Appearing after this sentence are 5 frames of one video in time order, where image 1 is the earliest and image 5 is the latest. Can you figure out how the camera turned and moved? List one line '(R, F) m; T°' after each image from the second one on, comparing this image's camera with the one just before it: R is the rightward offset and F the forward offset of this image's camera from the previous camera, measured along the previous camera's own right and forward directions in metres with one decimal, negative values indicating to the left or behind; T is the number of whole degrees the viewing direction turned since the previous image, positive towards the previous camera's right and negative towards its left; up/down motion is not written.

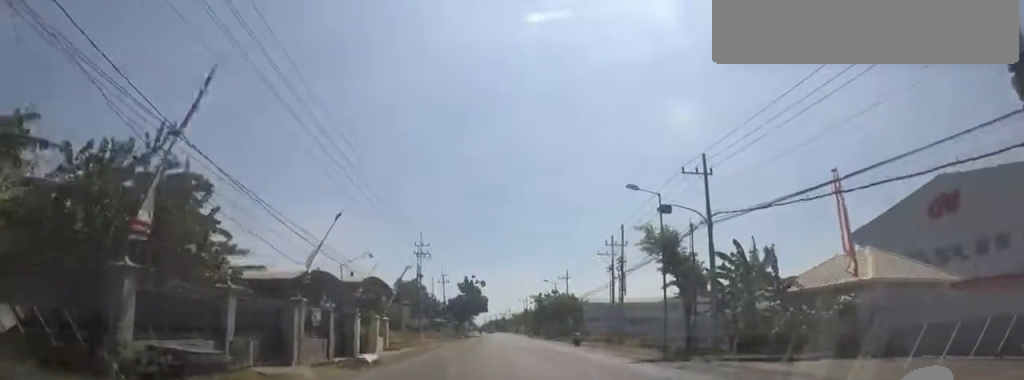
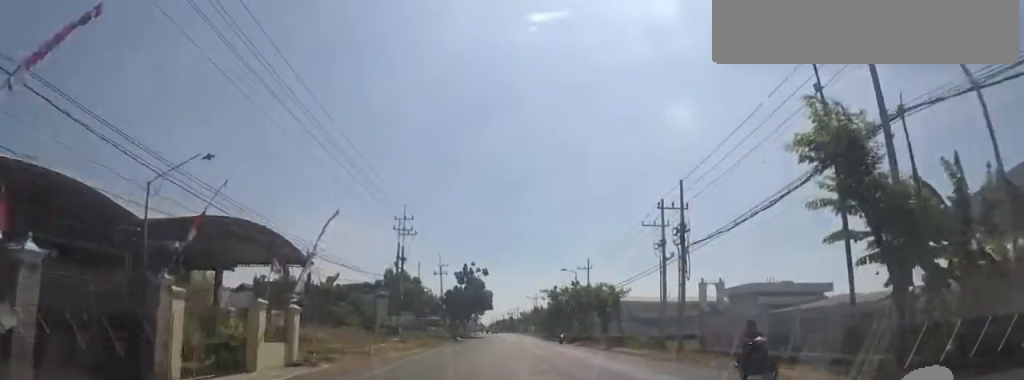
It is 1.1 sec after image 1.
(+0.4, +13.3) m; 0°
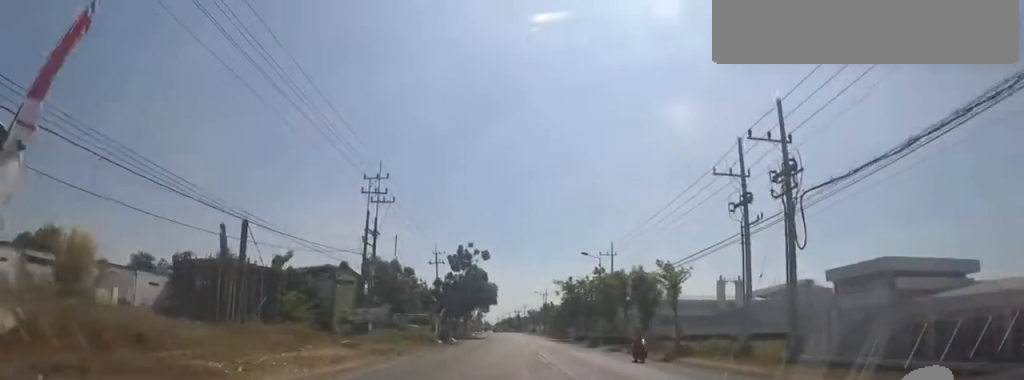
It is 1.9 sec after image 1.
(-0.4, +11.1) m; -3°
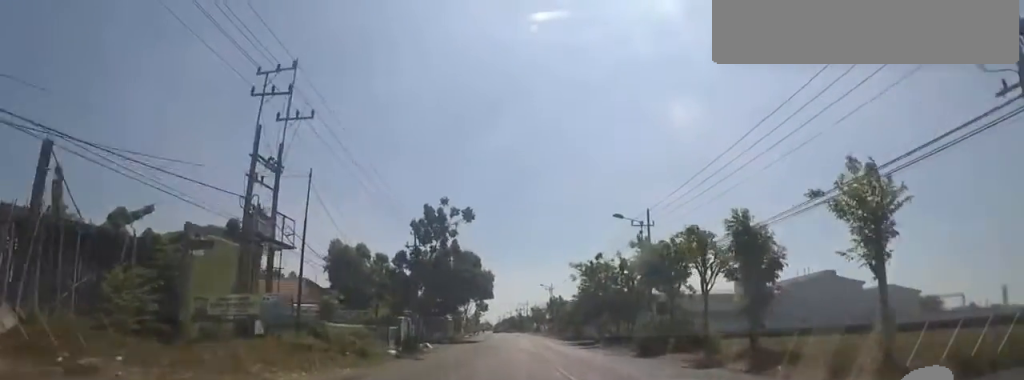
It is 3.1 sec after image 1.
(-0.6, +14.4) m; -3°
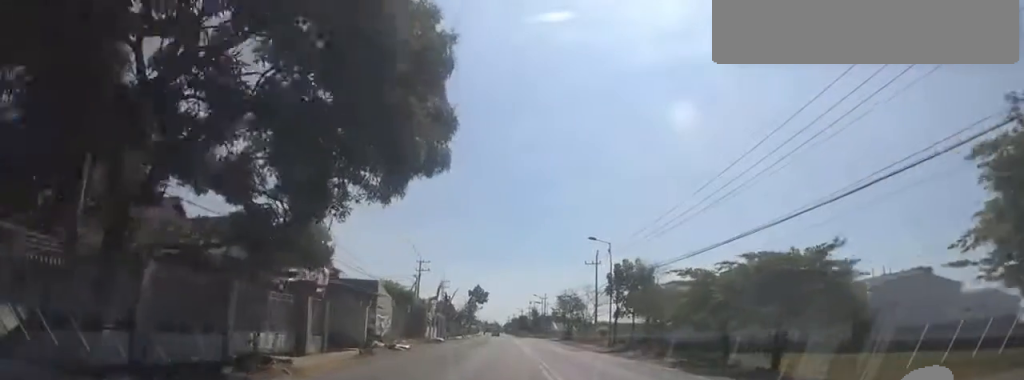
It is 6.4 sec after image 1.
(+2.4, +42.0) m; 0°
